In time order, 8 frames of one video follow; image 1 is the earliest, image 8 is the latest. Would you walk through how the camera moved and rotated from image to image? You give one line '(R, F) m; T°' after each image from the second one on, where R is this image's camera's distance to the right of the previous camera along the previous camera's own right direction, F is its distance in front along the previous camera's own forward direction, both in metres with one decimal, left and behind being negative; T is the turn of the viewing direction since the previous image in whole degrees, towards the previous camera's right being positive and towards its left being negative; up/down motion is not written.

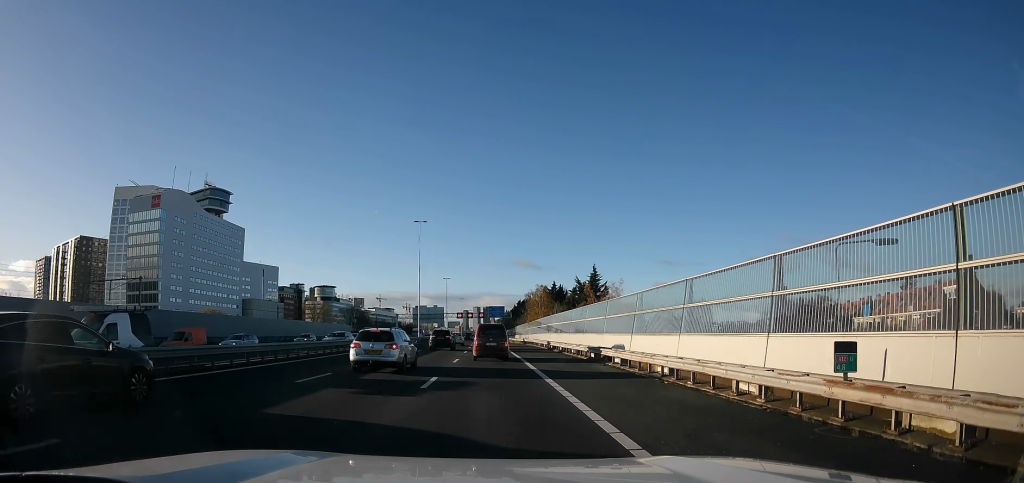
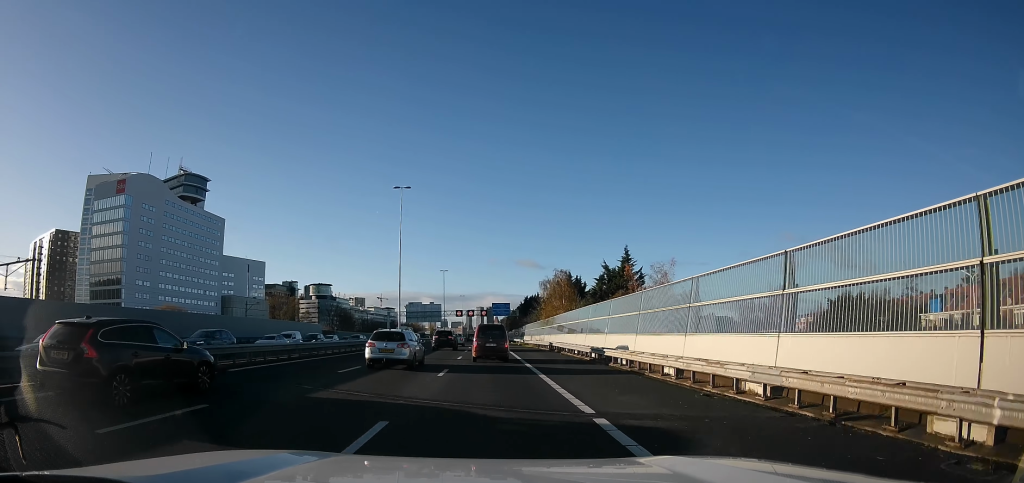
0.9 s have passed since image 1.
(-0.2, +18.7) m; -1°
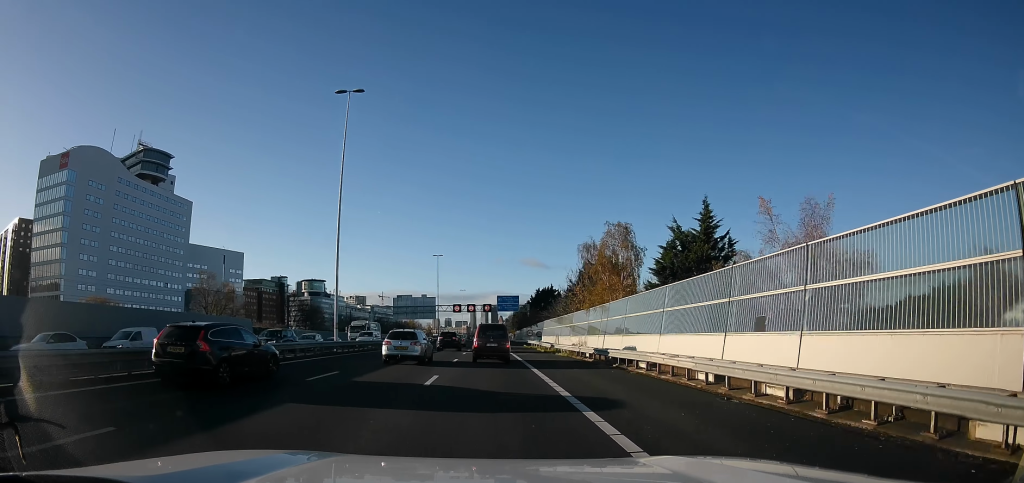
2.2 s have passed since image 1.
(-0.1, +24.9) m; 0°
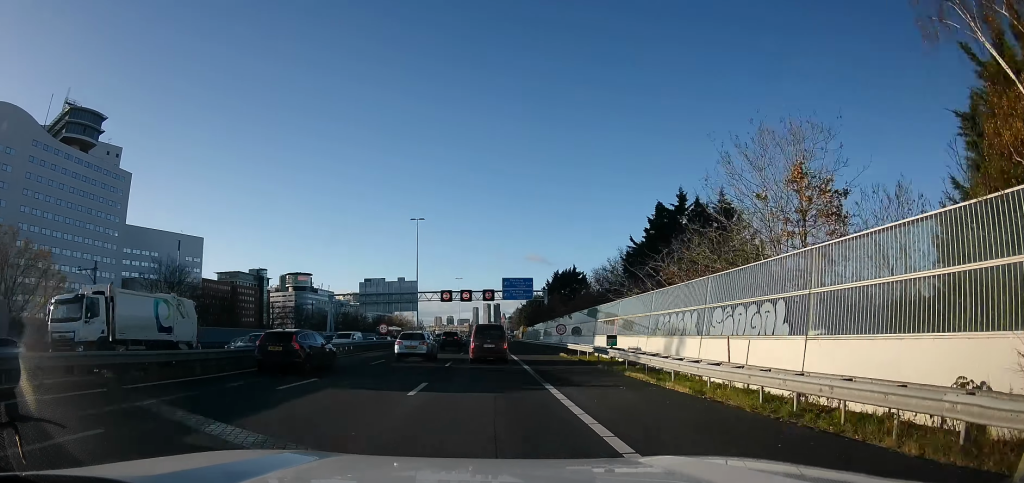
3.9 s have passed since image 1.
(0.0, +32.5) m; 0°
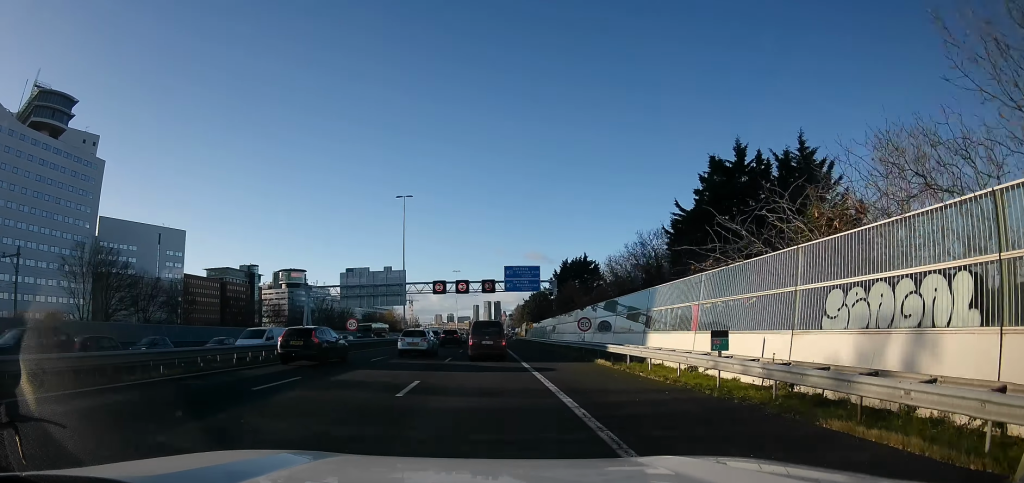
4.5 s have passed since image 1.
(0.0, +11.3) m; 0°
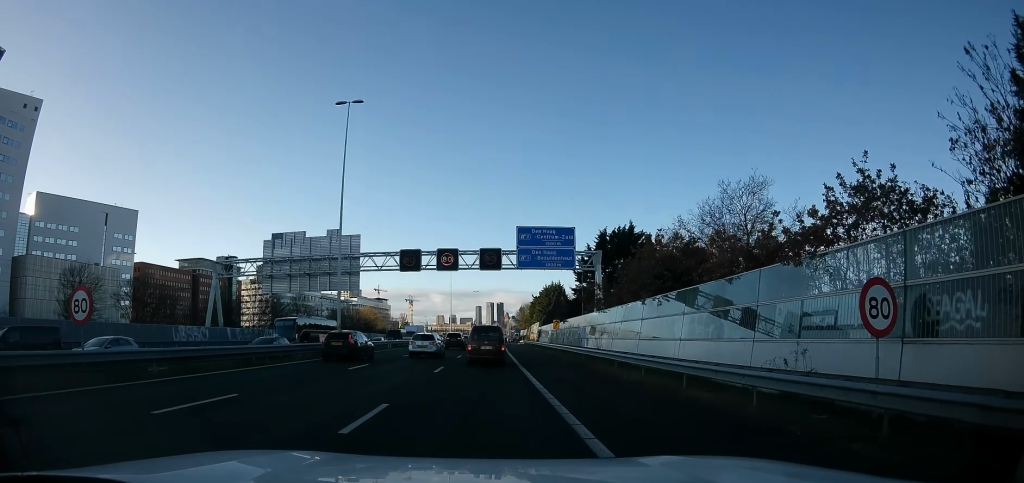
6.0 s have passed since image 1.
(0.0, +27.4) m; 0°
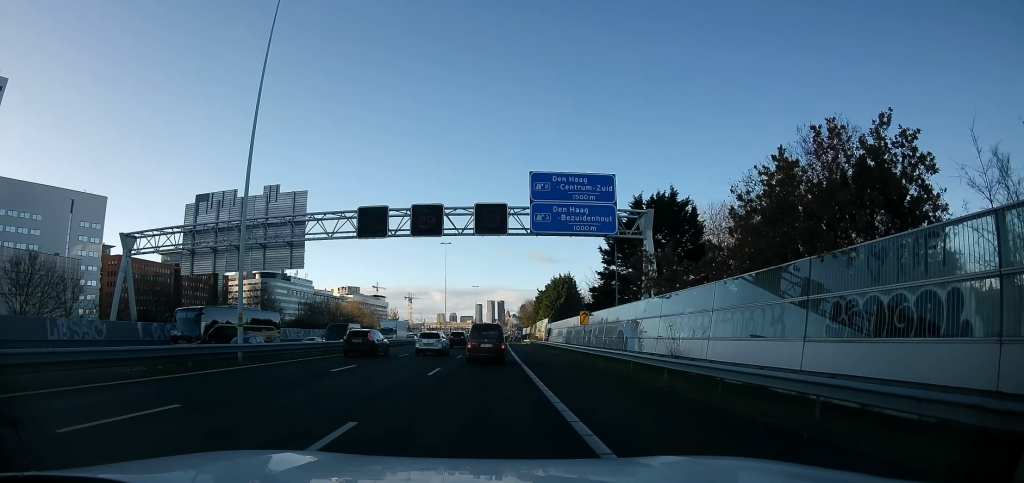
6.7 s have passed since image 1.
(0.0, +14.1) m; -1°
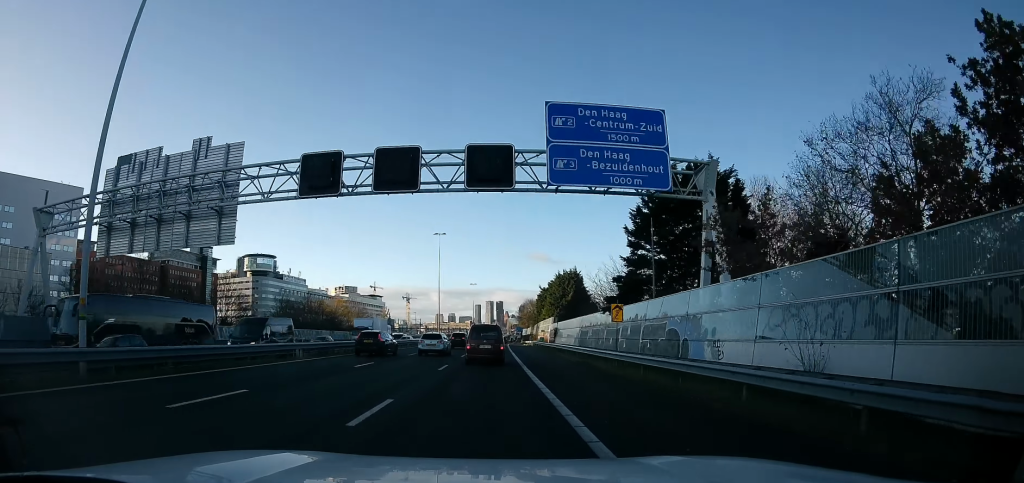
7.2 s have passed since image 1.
(+0.1, +9.2) m; -1°
